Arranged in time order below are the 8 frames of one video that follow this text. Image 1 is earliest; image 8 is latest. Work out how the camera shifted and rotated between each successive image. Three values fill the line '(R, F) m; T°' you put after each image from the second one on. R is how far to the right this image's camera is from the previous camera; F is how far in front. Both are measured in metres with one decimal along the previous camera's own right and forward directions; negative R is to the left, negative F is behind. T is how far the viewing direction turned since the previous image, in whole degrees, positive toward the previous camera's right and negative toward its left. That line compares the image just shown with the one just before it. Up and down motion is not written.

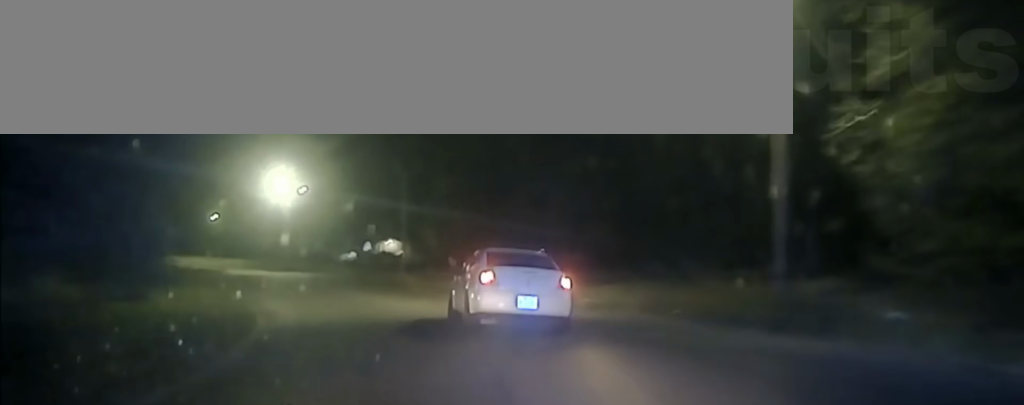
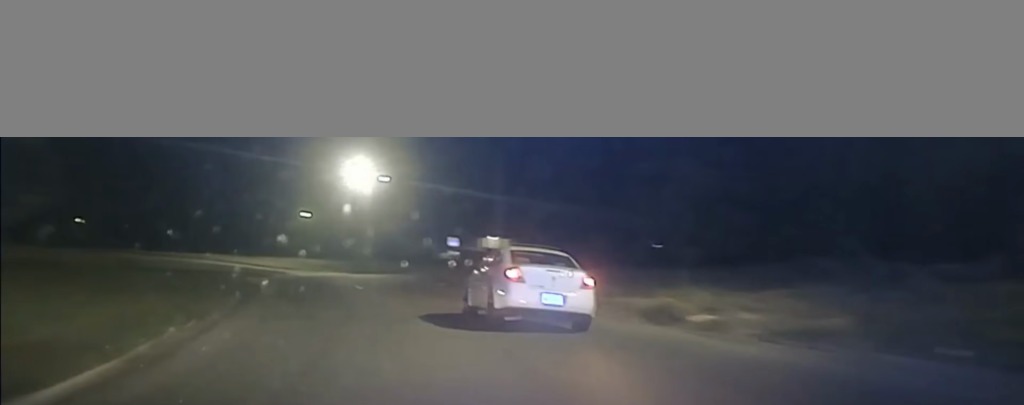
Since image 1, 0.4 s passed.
(-0.6, +11.0) m; -6°
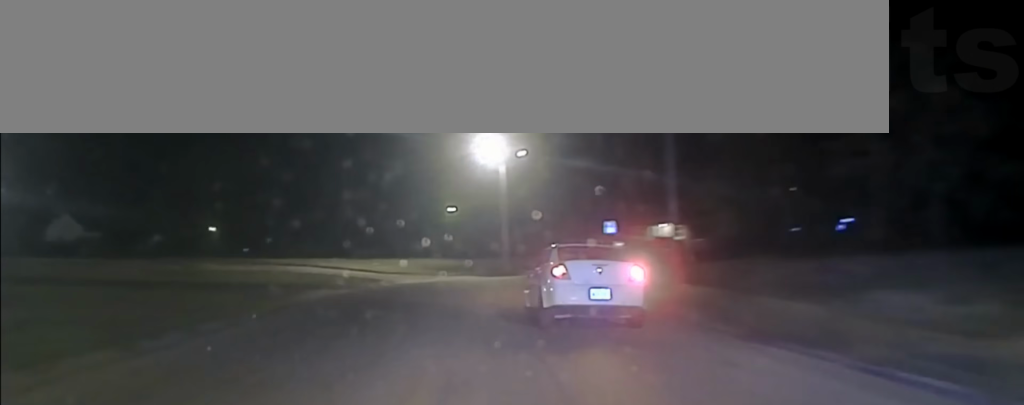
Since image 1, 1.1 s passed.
(-1.9, +15.9) m; -10°
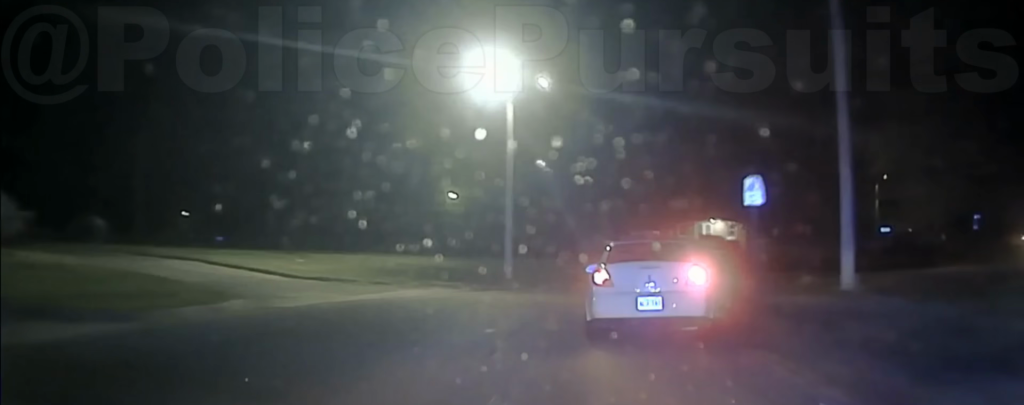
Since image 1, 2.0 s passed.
(-2.5, +23.4) m; -3°
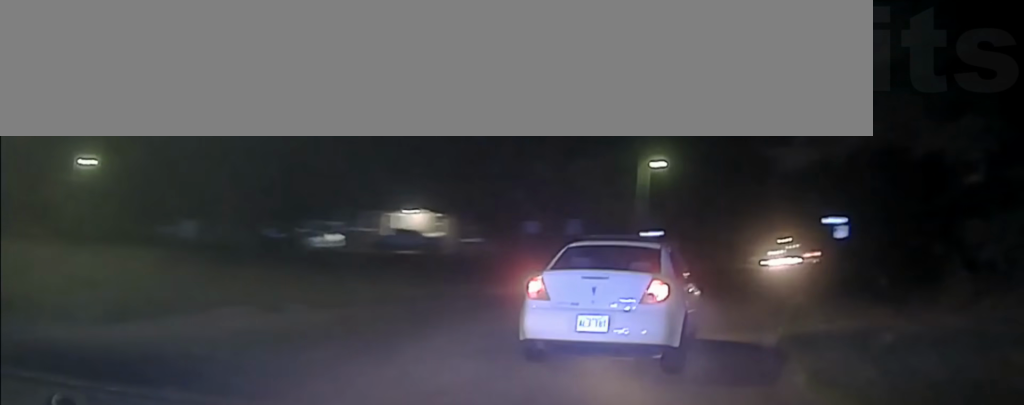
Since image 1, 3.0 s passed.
(+1.1, +23.8) m; +9°
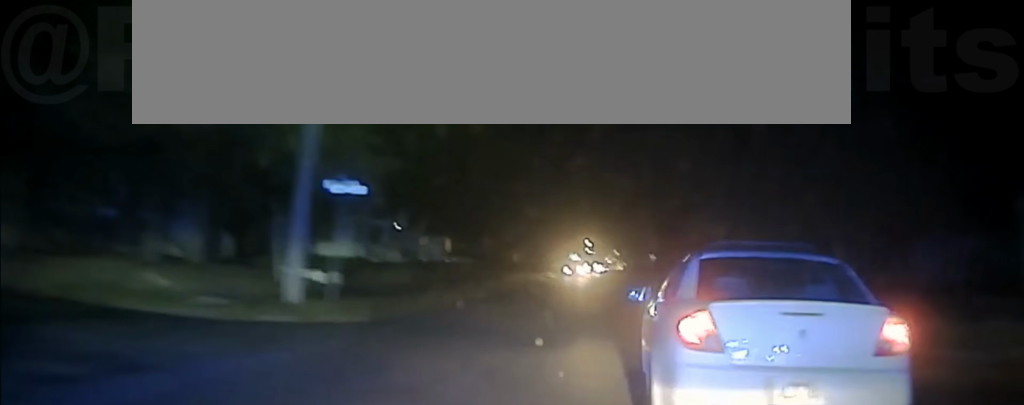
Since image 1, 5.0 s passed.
(+6.2, +35.7) m; +18°
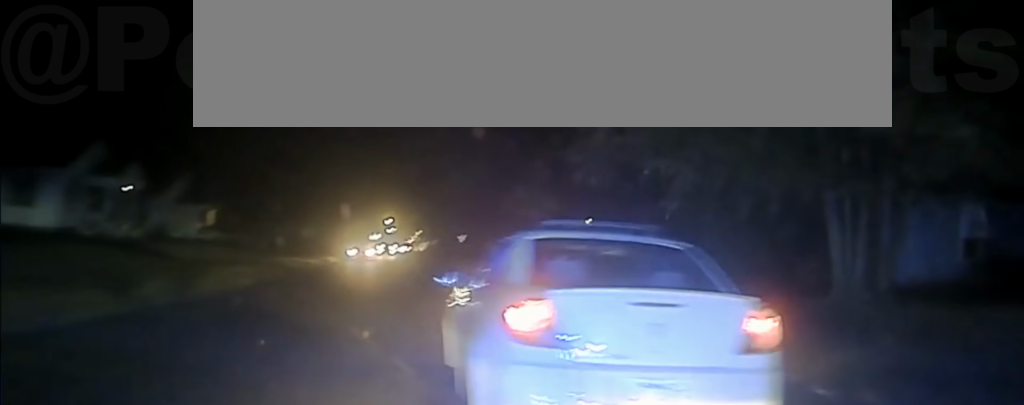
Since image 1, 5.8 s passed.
(+1.0, +15.0) m; +6°
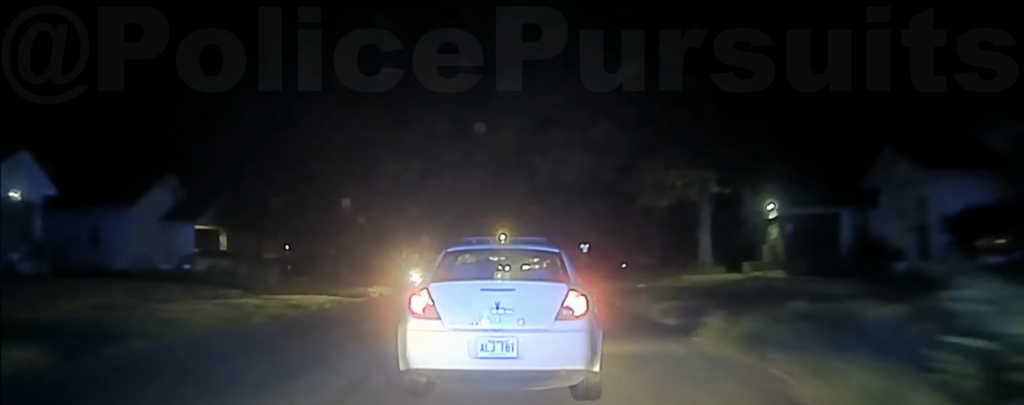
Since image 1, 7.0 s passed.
(+1.6, +23.8) m; +4°
